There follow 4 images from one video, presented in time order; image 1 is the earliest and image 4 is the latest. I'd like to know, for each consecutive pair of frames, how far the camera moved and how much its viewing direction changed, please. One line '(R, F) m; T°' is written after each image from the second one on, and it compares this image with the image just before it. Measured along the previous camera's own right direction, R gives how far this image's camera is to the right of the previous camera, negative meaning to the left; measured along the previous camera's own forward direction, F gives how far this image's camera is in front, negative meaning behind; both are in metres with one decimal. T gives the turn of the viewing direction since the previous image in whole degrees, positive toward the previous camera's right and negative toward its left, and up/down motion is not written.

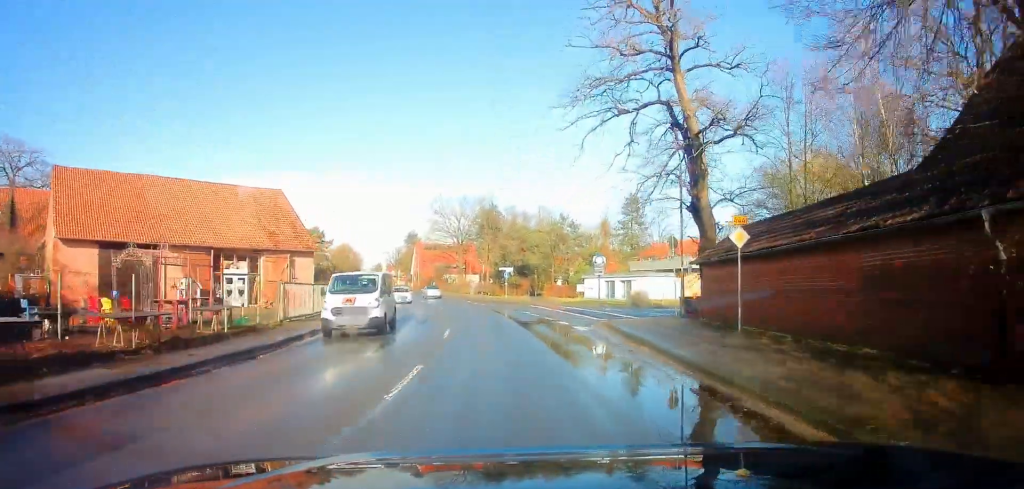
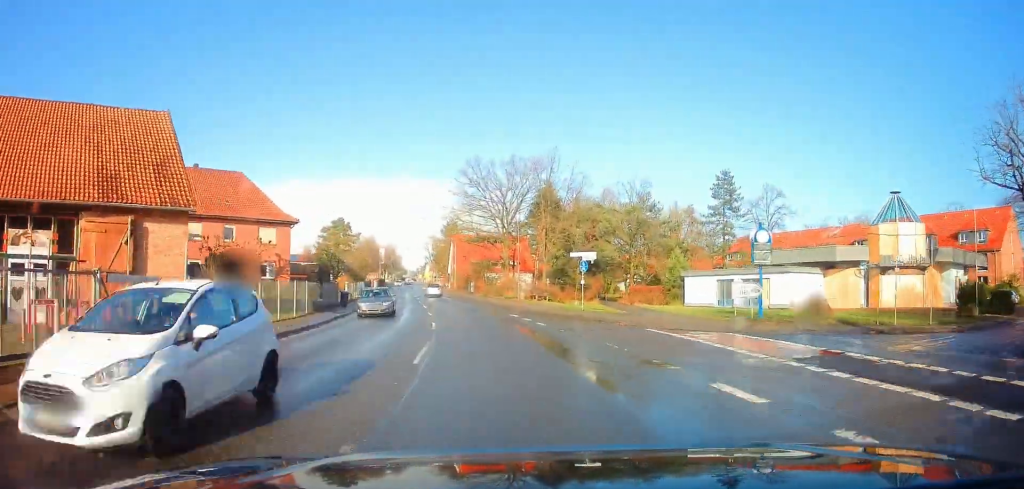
(-1.2, +24.7) m; -6°
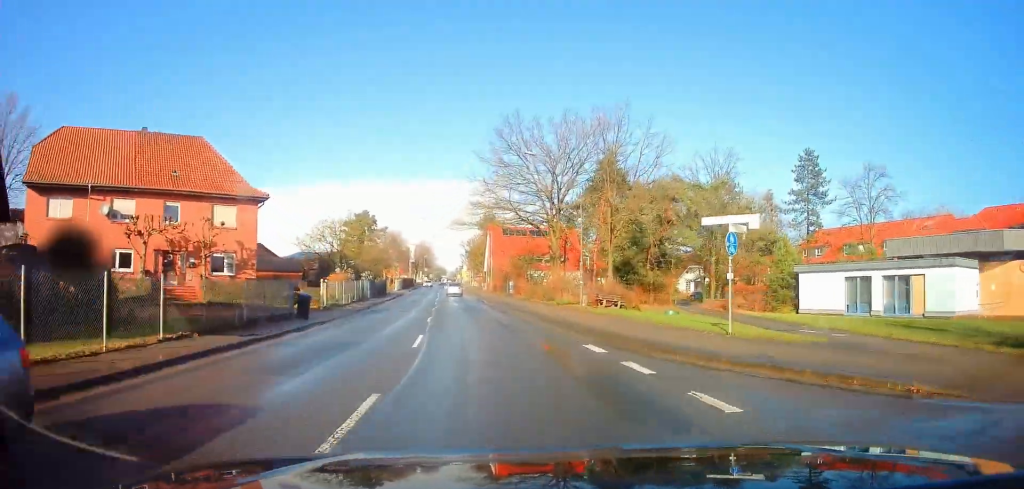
(-0.3, +15.3) m; -2°
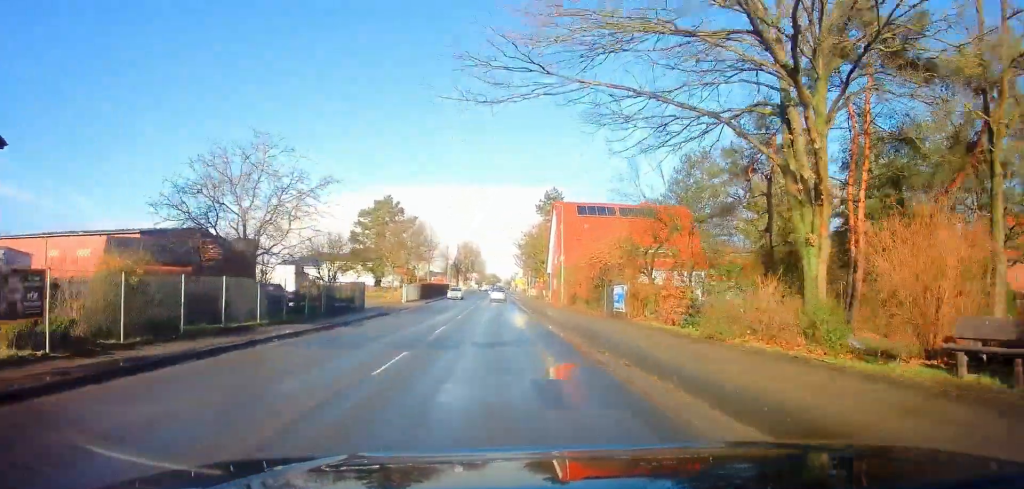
(-2.0, +30.8) m; -6°
